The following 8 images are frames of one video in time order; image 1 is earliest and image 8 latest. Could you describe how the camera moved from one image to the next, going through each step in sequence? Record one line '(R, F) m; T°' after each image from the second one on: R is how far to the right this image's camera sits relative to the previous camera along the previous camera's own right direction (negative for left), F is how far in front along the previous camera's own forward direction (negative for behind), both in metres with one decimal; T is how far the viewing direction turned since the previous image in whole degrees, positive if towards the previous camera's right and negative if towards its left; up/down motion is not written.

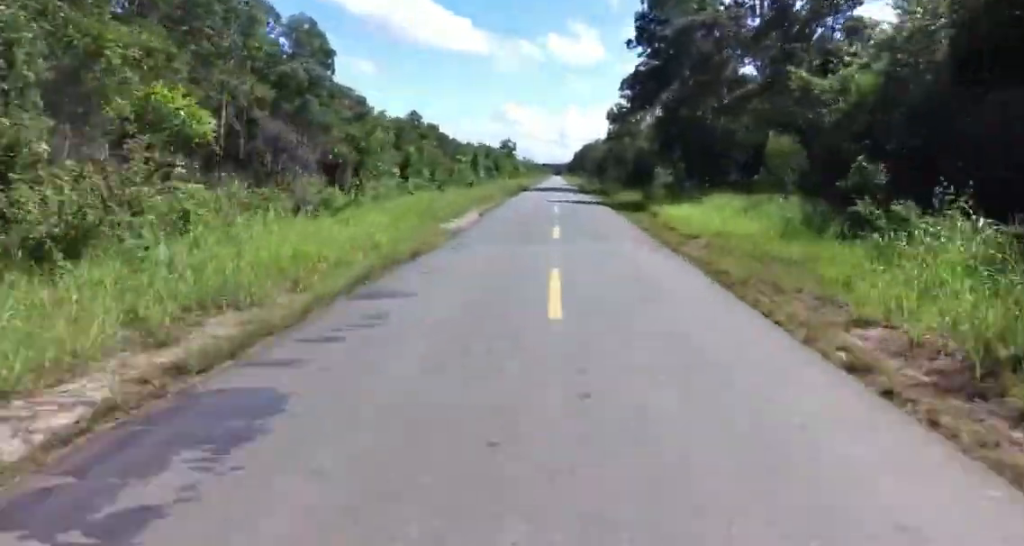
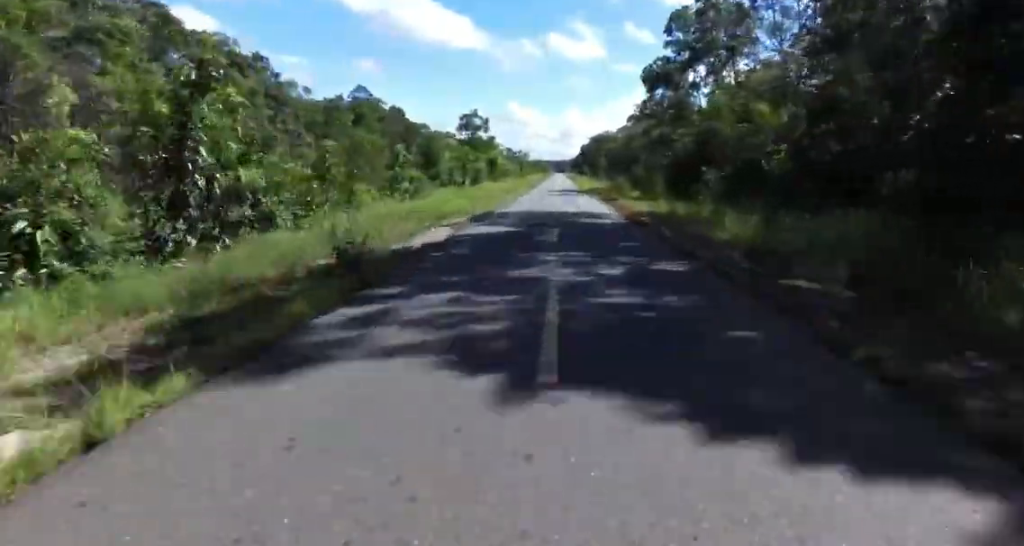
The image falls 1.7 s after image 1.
(+1.2, +42.6) m; +1°
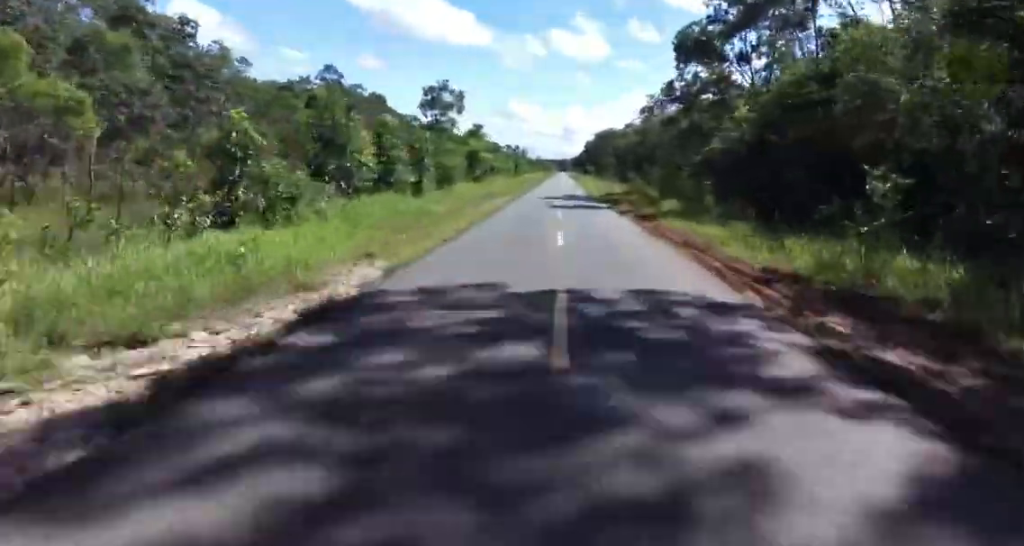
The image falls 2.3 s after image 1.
(-0.8, +16.3) m; -1°
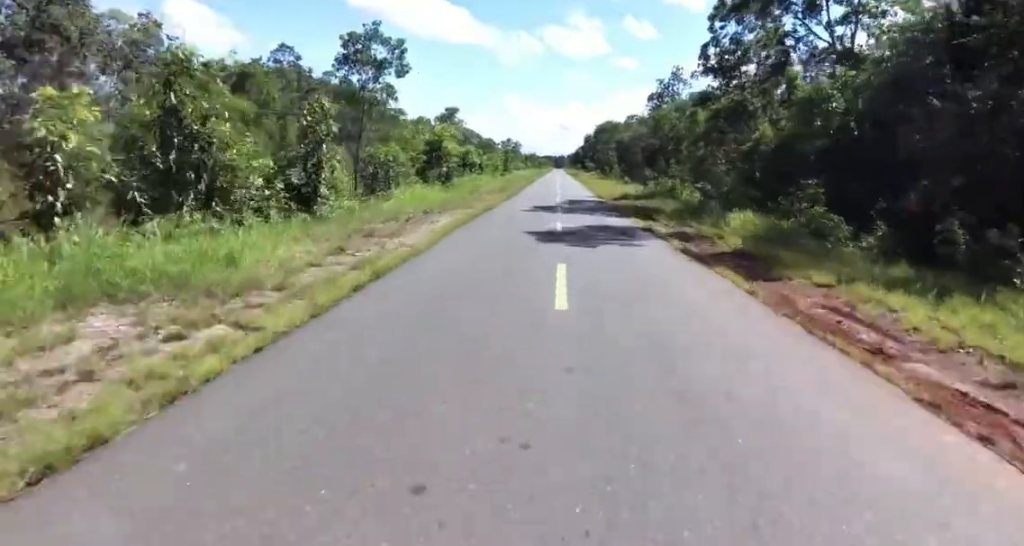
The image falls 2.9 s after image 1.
(+0.5, +14.7) m; +1°
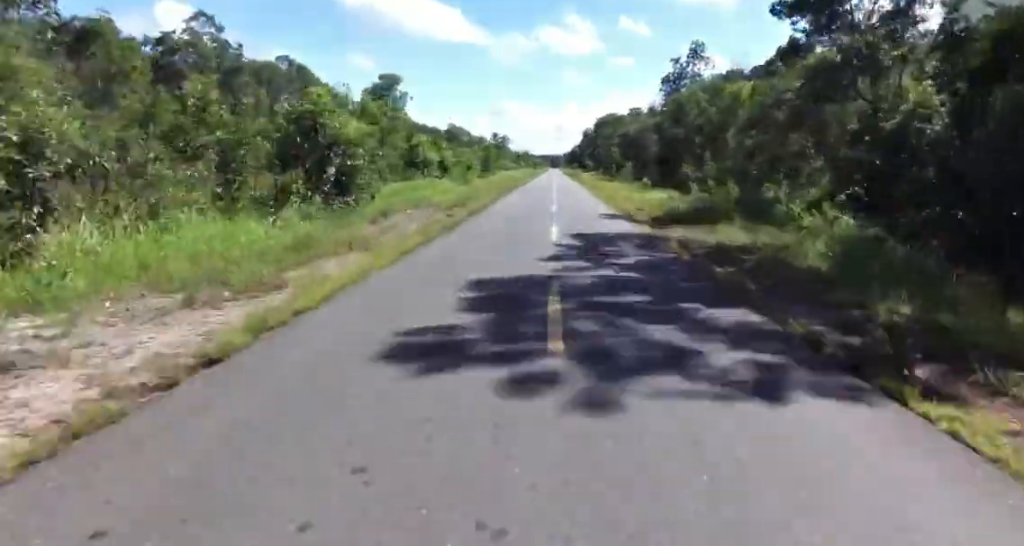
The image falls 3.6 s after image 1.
(+0.2, +17.5) m; +1°
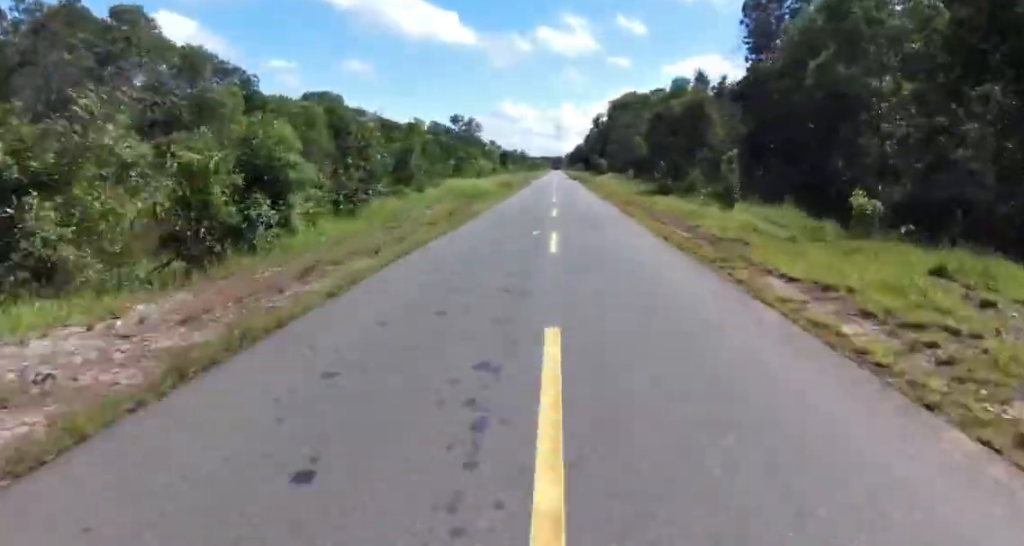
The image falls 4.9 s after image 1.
(+0.3, +36.7) m; +1°
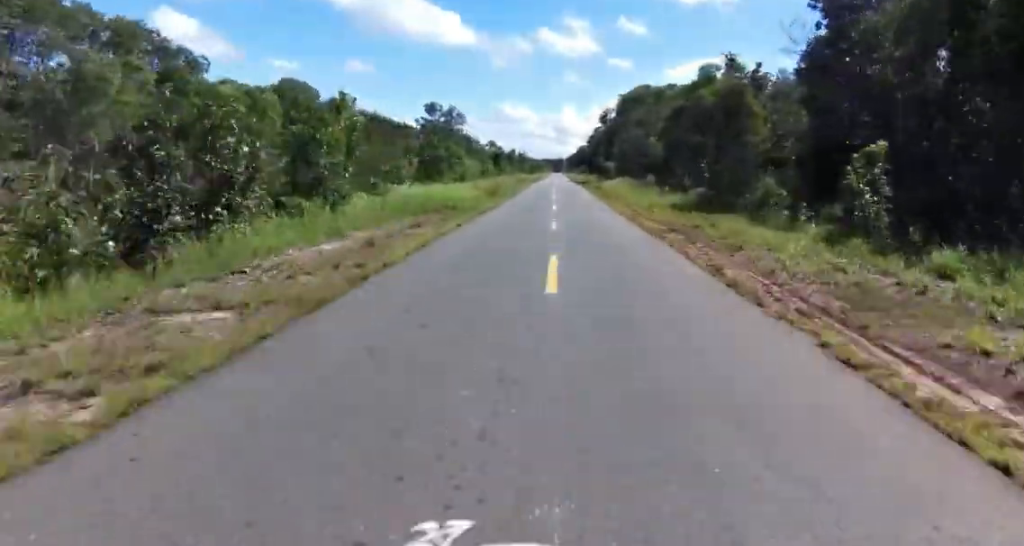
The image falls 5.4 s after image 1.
(+0.4, +11.6) m; 0°
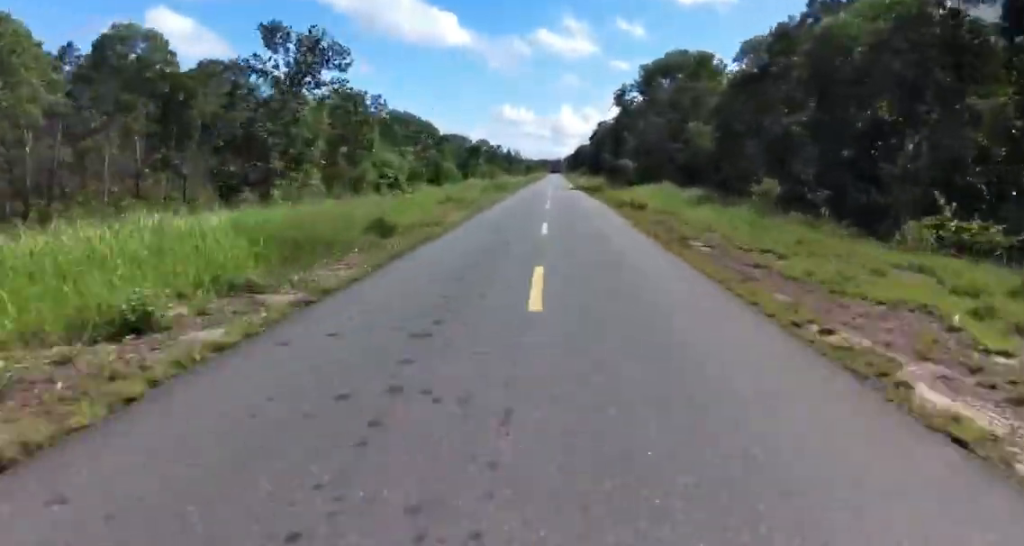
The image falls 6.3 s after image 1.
(-0.9, +25.4) m; 0°
